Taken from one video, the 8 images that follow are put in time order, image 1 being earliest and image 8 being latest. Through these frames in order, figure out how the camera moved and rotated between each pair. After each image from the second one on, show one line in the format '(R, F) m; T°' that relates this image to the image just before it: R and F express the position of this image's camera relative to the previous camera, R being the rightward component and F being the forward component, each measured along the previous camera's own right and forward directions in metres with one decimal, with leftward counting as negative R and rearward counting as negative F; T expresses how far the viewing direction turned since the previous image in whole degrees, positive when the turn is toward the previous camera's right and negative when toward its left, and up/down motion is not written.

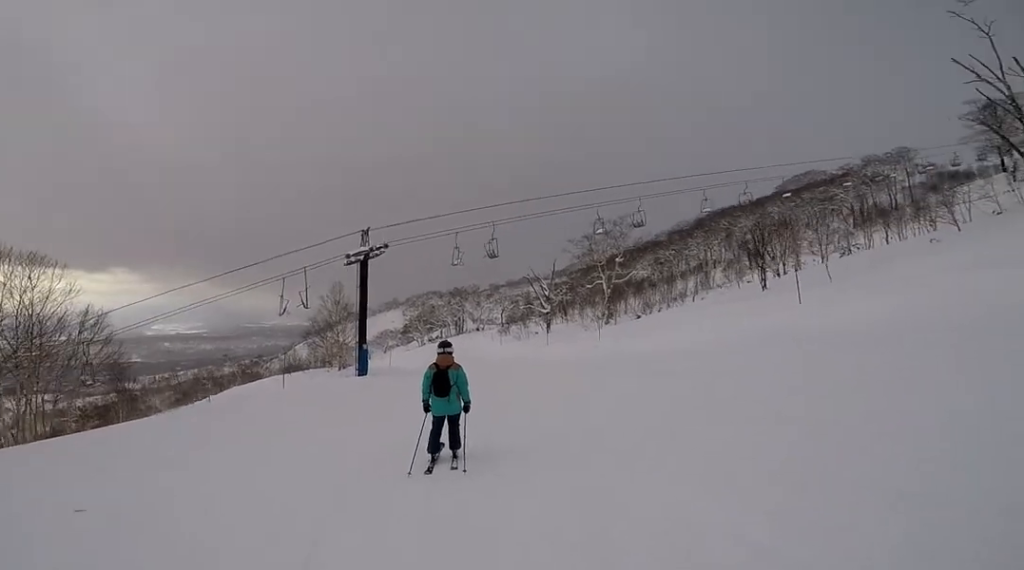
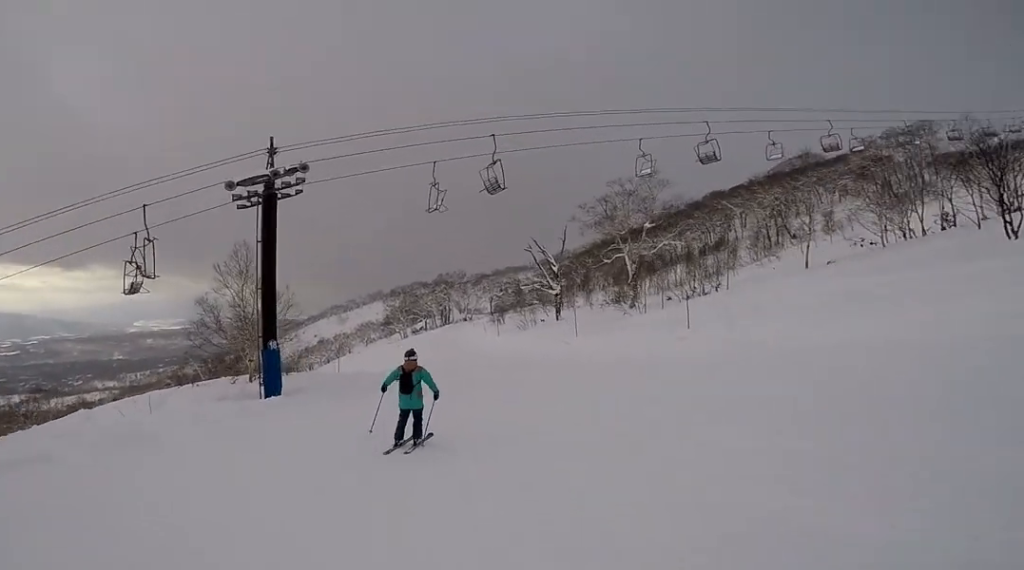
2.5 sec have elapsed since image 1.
(-2.2, +13.5) m; 0°
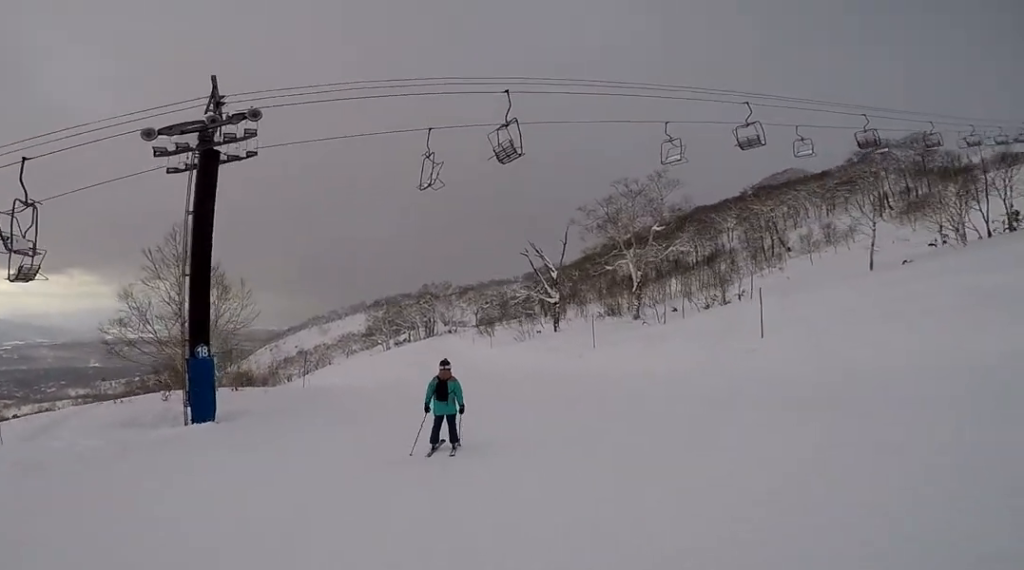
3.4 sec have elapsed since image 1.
(+1.3, +4.6) m; +2°
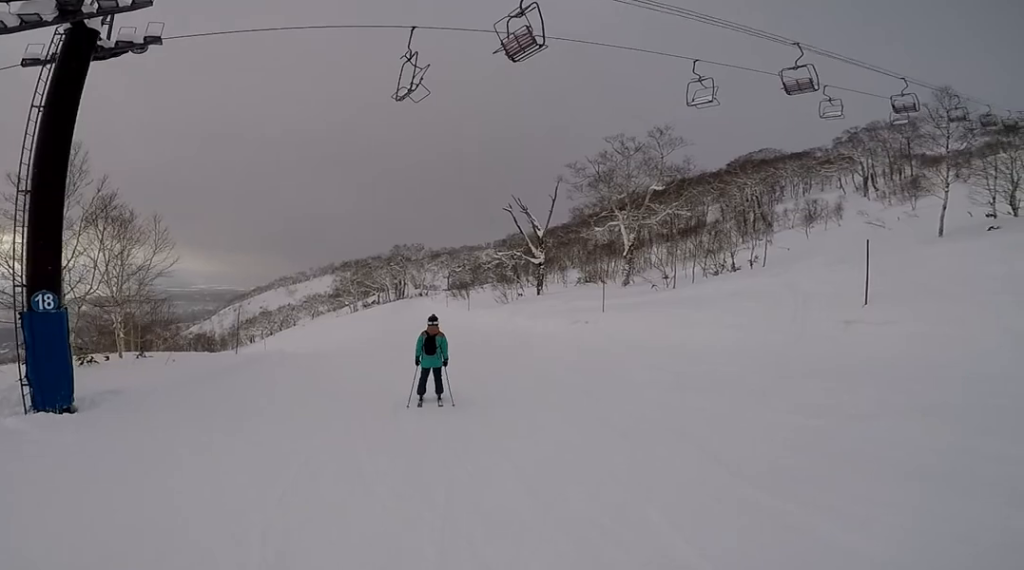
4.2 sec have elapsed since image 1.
(-0.9, +4.2) m; -12°
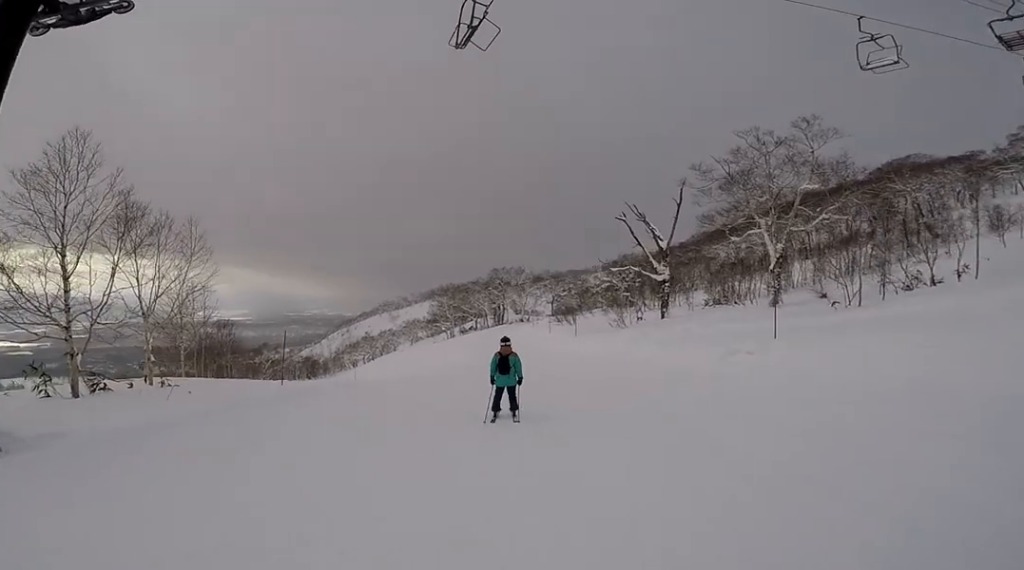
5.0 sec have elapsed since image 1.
(-0.3, +4.2) m; -5°
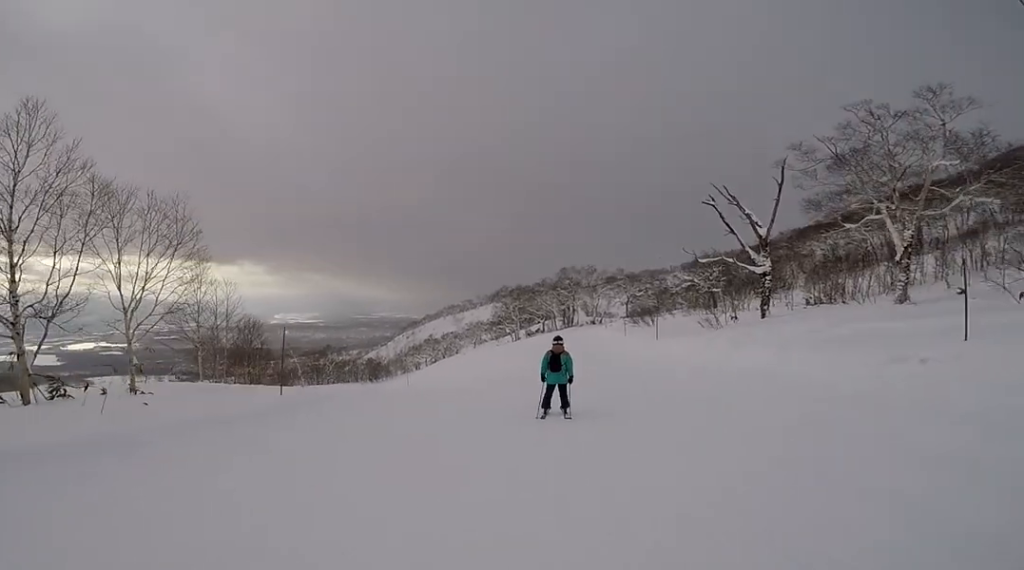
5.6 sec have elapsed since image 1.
(0.0, +3.3) m; -1°
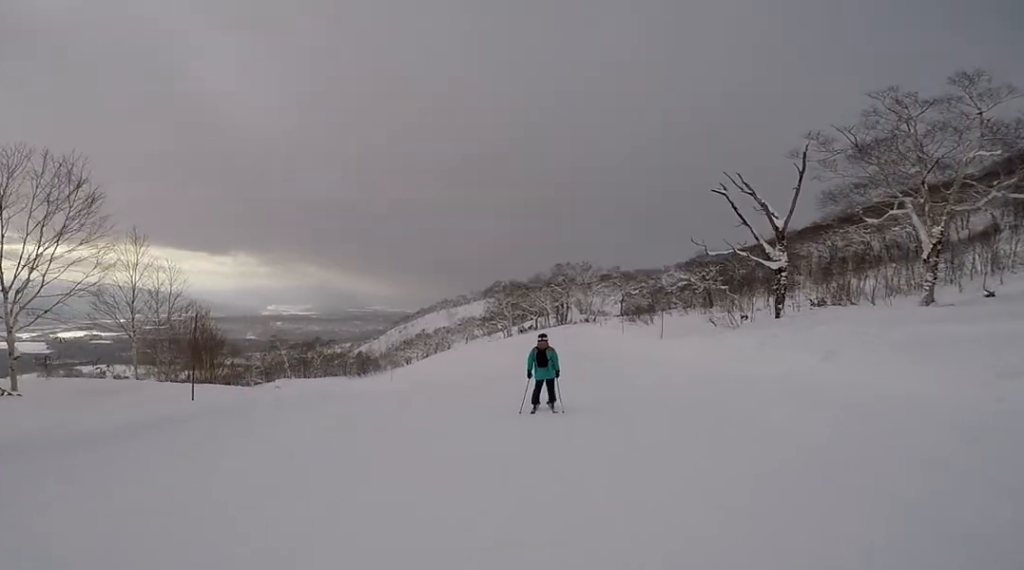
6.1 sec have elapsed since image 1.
(0.0, +2.7) m; 0°
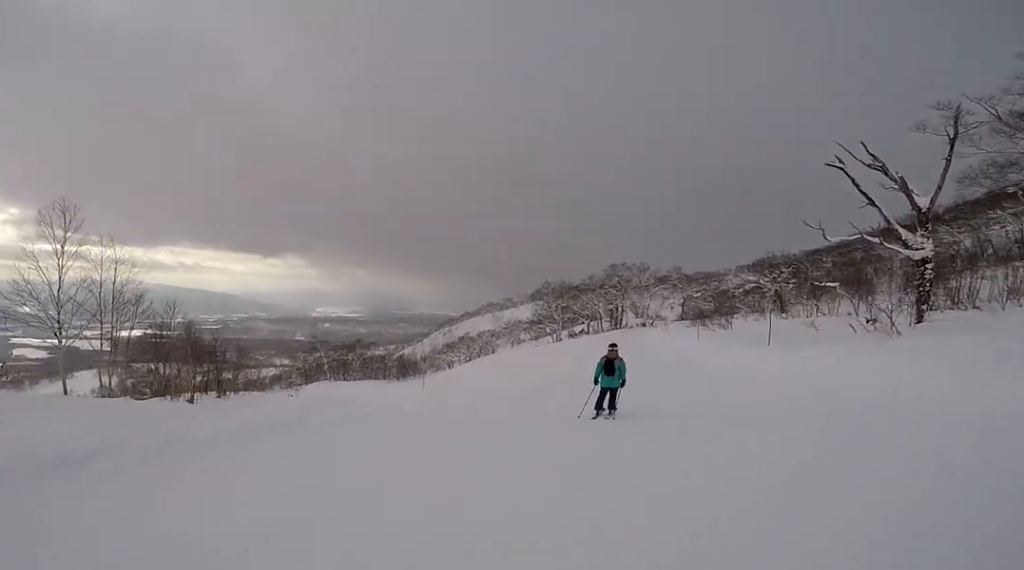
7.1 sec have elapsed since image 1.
(0.0, +4.6) m; 0°
